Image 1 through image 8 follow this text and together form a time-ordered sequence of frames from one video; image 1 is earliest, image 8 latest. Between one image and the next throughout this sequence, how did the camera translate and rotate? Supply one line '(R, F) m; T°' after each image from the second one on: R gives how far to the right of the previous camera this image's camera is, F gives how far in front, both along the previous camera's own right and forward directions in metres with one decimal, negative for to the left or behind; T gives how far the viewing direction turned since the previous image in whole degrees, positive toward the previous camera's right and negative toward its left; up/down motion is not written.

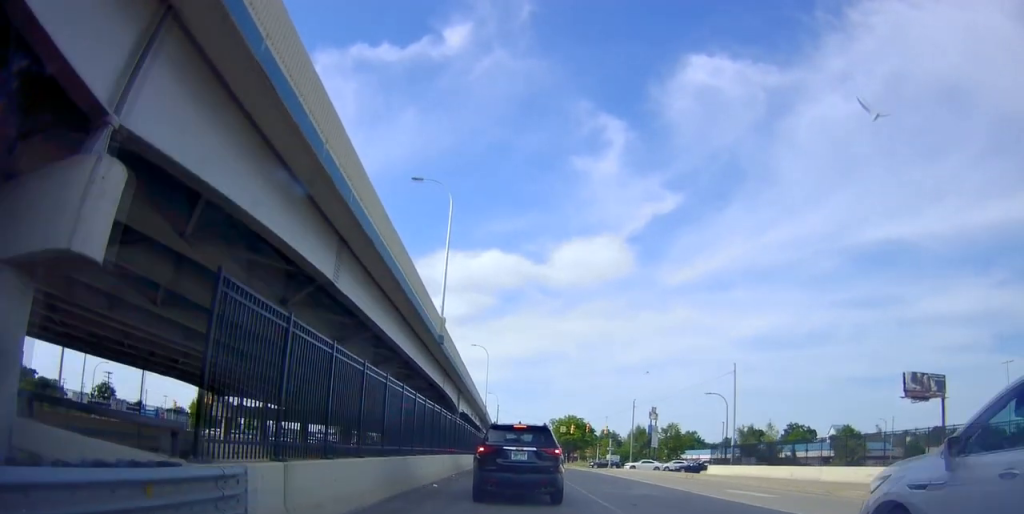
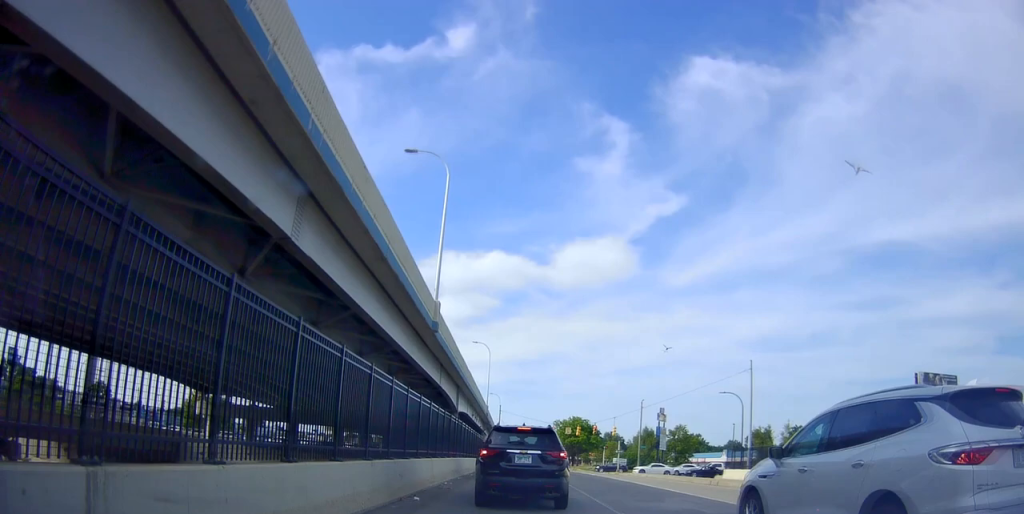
(+0.2, +5.1) m; -2°
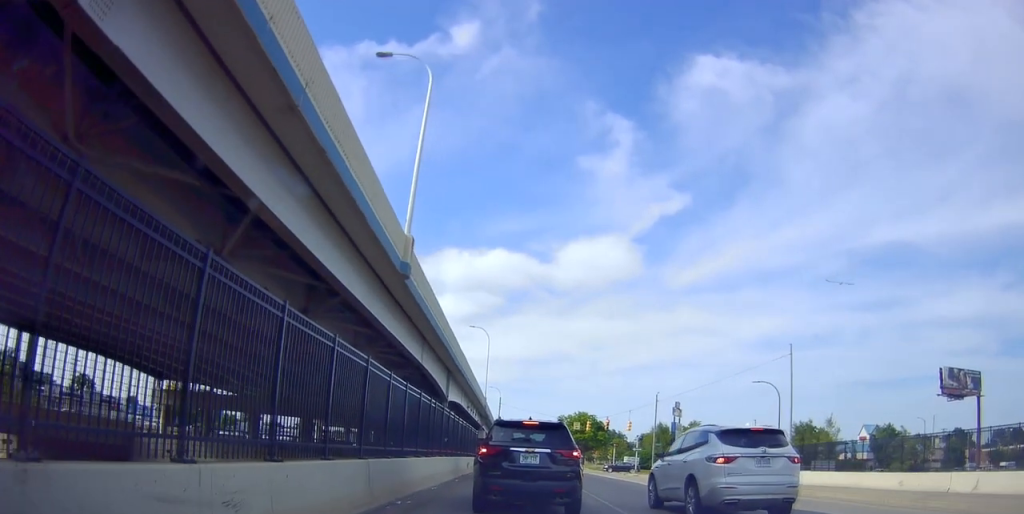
(-0.6, +11.2) m; +1°
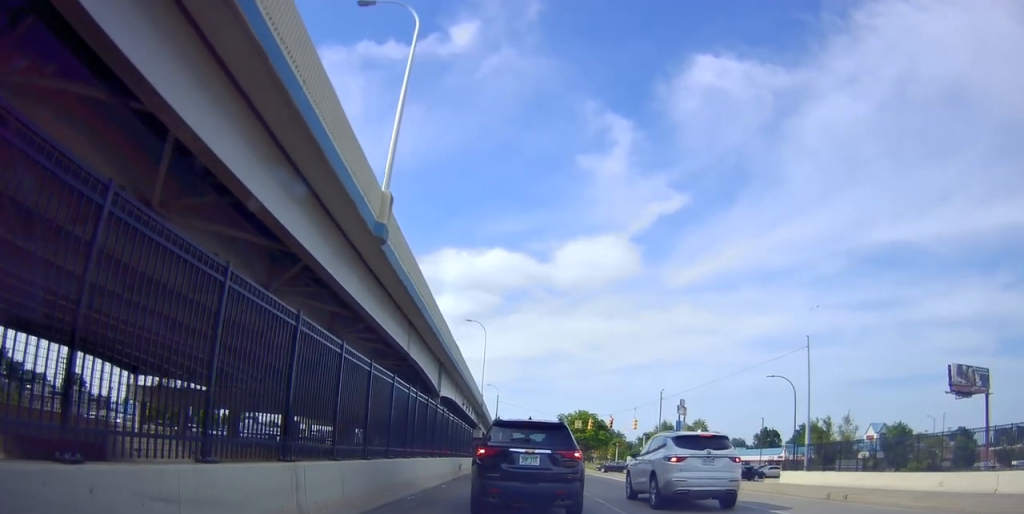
(+0.3, +5.3) m; +3°
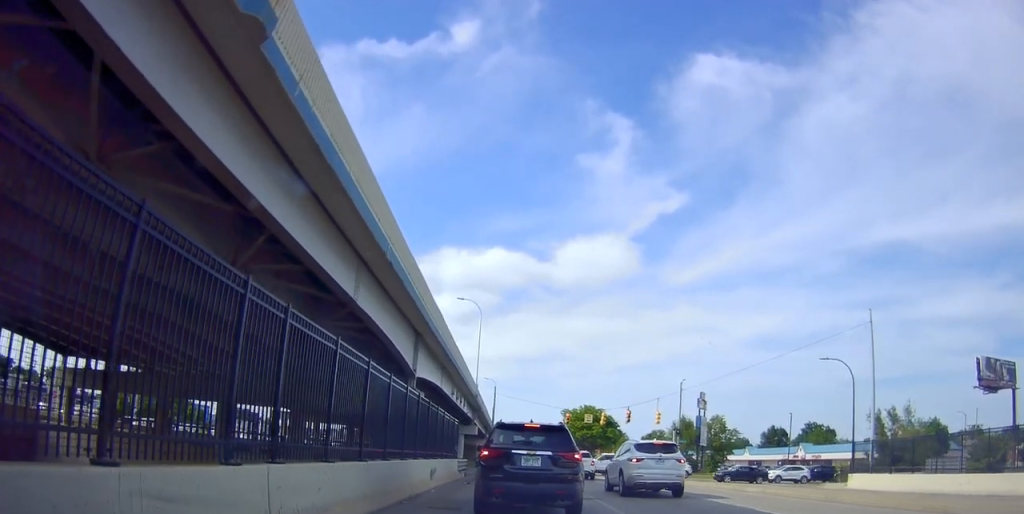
(-0.5, +12.0) m; -5°
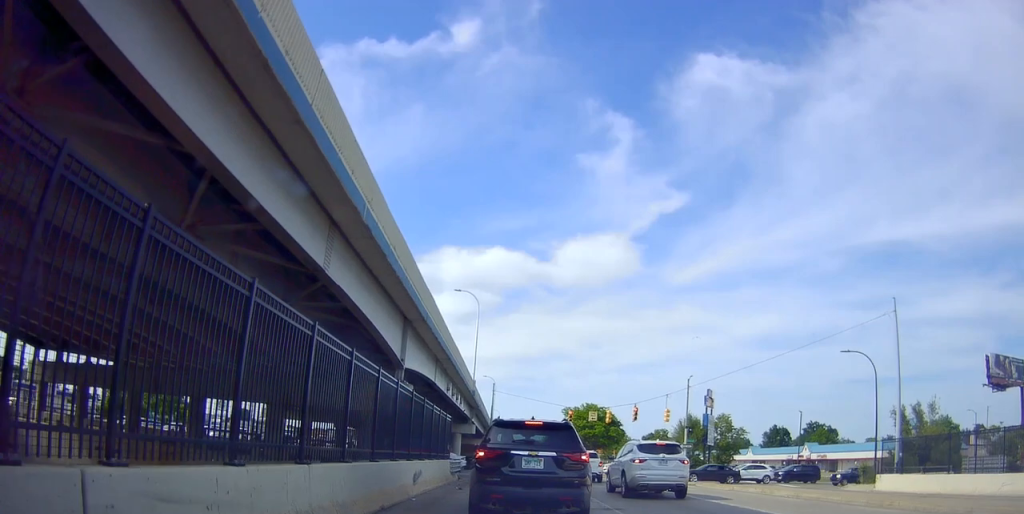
(+0.1, +3.2) m; +3°
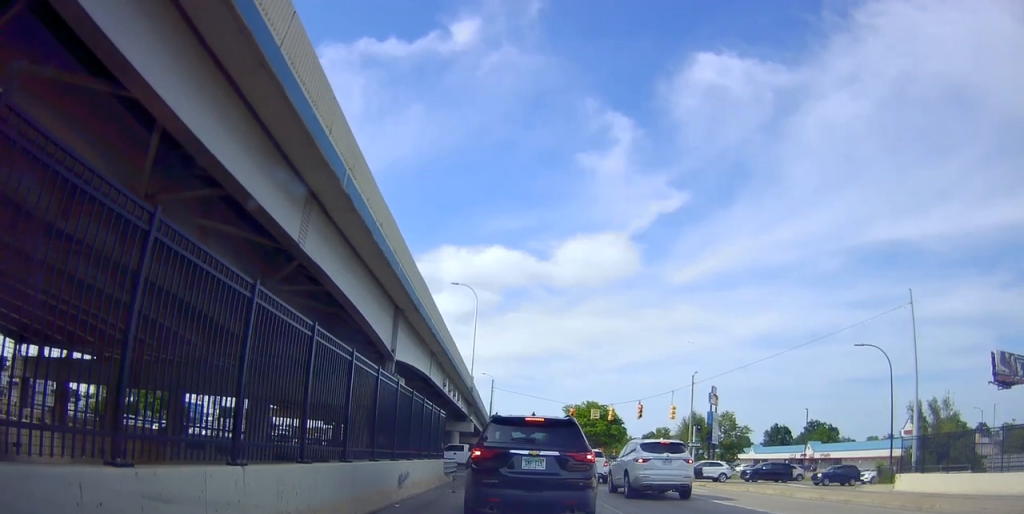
(+0.1, +2.2) m; +2°
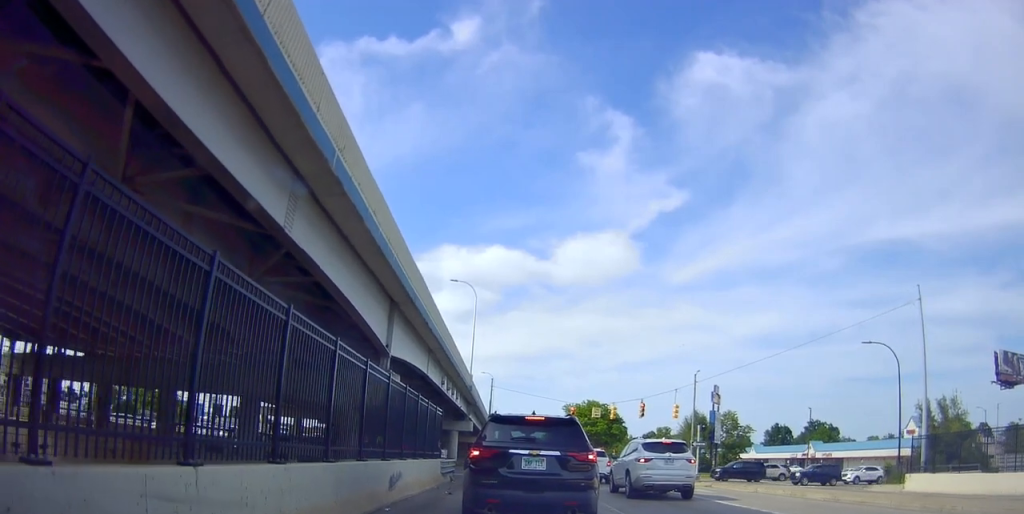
(0.0, +1.3) m; 0°
